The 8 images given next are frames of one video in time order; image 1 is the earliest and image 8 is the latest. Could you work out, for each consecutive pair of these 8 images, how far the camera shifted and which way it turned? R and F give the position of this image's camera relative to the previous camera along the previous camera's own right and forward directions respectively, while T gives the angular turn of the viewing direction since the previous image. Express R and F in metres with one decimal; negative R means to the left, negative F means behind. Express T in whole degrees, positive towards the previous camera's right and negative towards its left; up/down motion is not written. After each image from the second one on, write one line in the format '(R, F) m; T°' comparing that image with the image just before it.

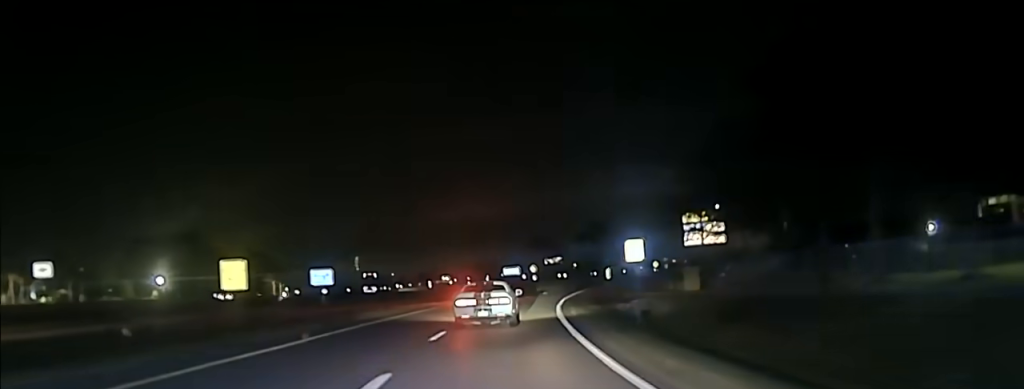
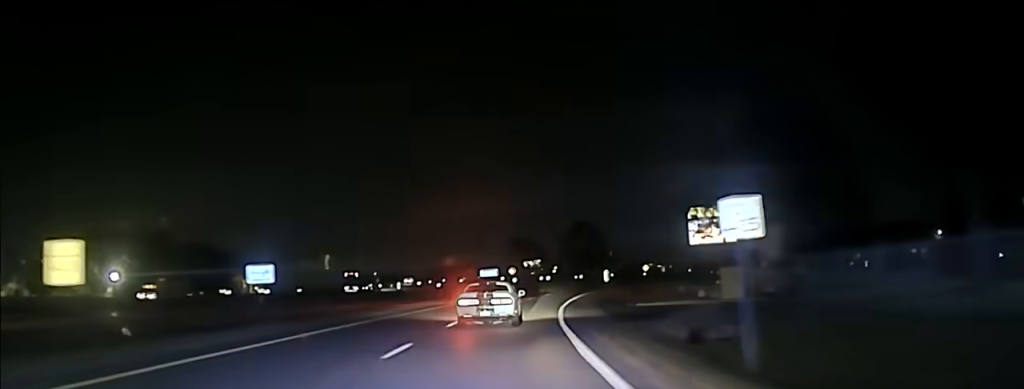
(+0.6, +19.4) m; +2°
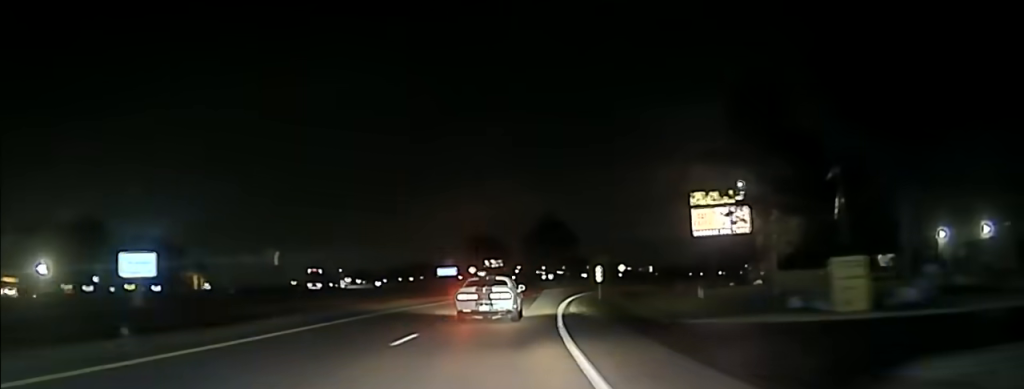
(+0.1, +22.1) m; +2°
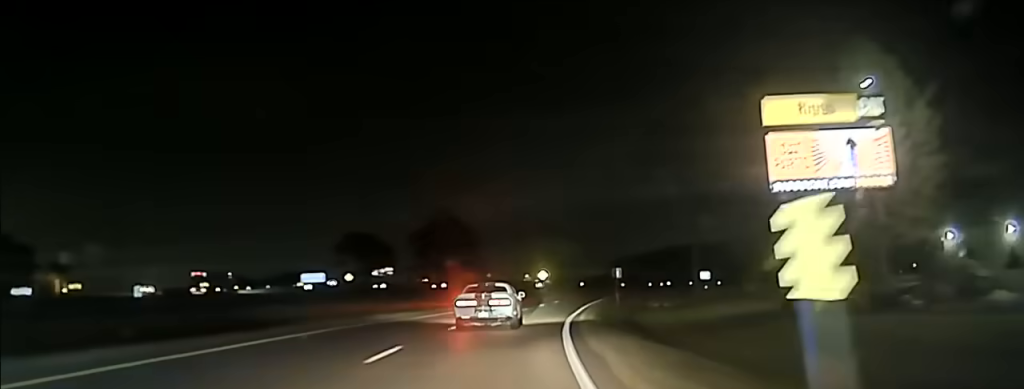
(+3.5, +52.3) m; +7°
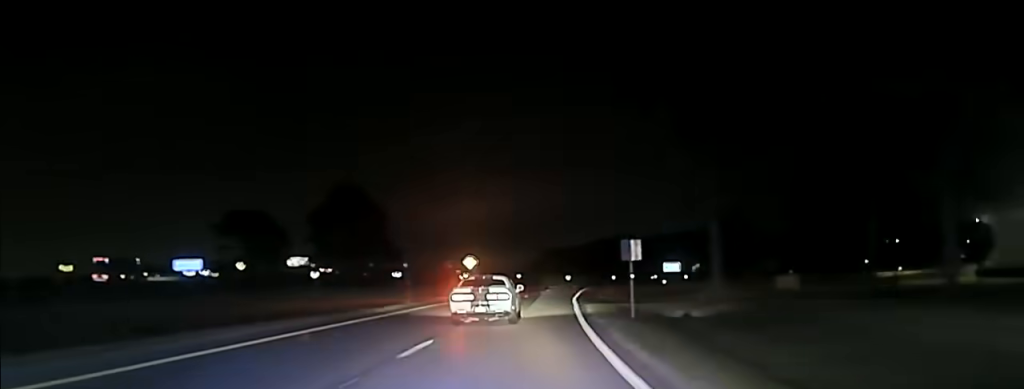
(+1.5, +33.9) m; +4°
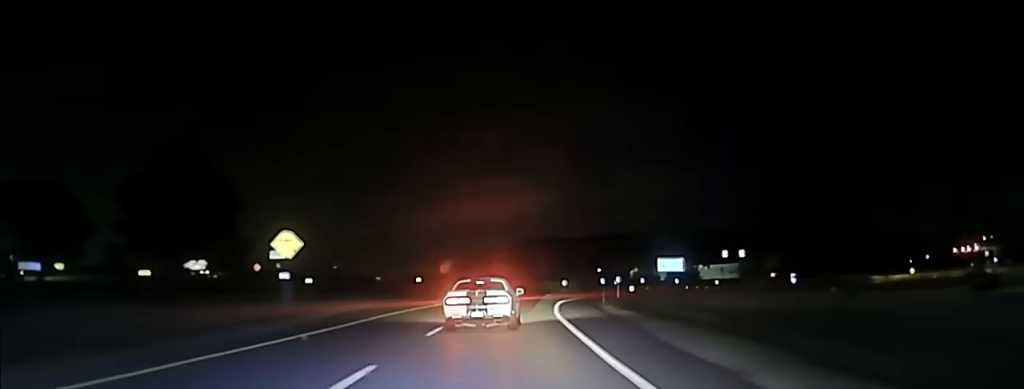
(+1.8, +47.4) m; +4°
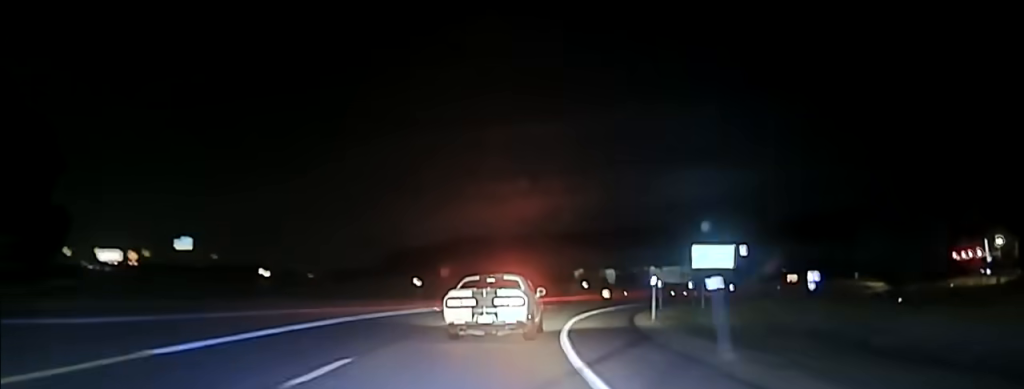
(+0.9, +31.8) m; +5°
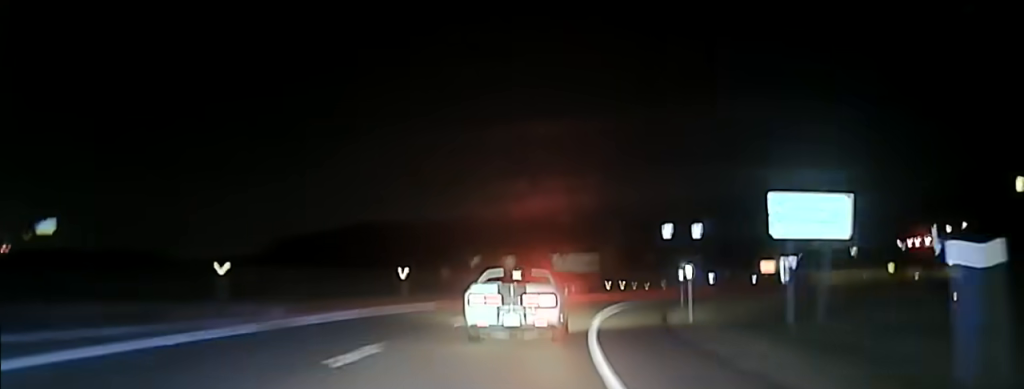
(+1.2, +26.9) m; +6°
